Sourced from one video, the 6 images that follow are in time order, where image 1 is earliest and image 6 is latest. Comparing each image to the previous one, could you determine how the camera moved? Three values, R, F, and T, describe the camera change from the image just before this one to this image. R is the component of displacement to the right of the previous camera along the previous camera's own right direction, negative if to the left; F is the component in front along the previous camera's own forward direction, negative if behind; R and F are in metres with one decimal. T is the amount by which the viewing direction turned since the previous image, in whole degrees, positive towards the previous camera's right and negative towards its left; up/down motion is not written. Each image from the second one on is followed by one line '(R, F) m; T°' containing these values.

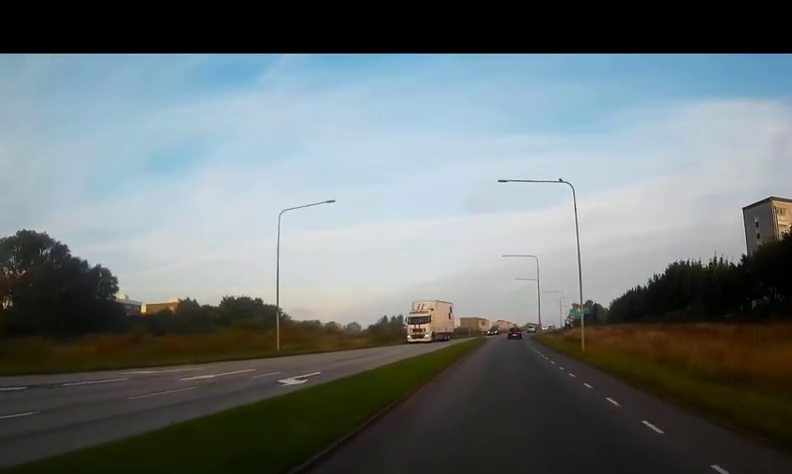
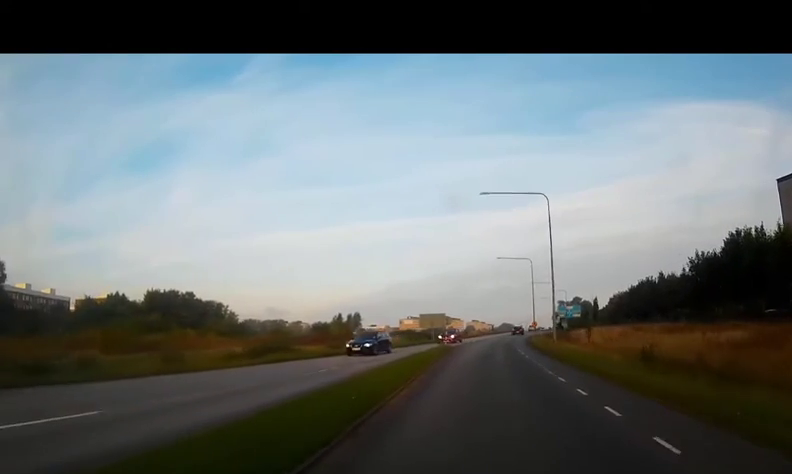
(-0.3, +28.4) m; +2°
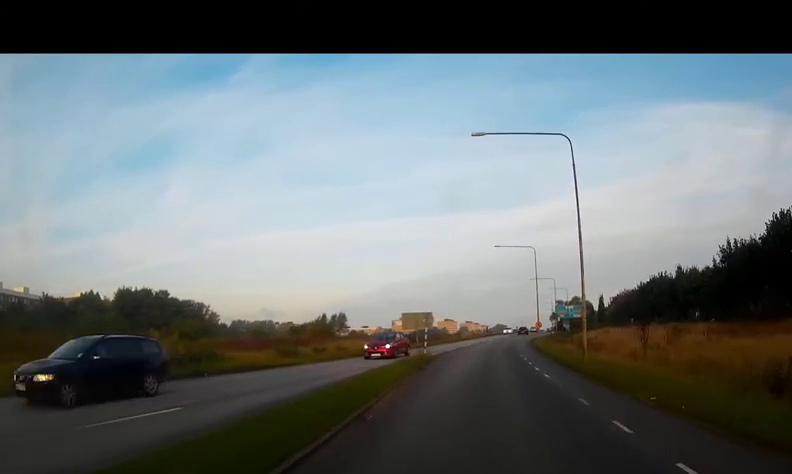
(+0.1, +10.8) m; 0°
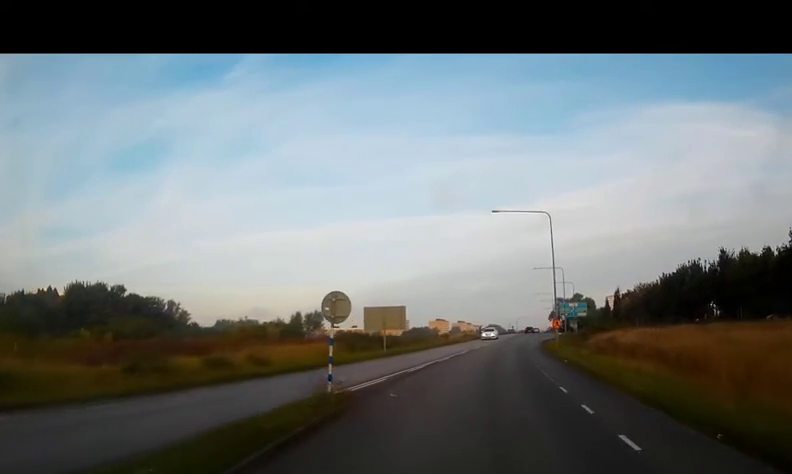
(+0.1, +17.2) m; +2°
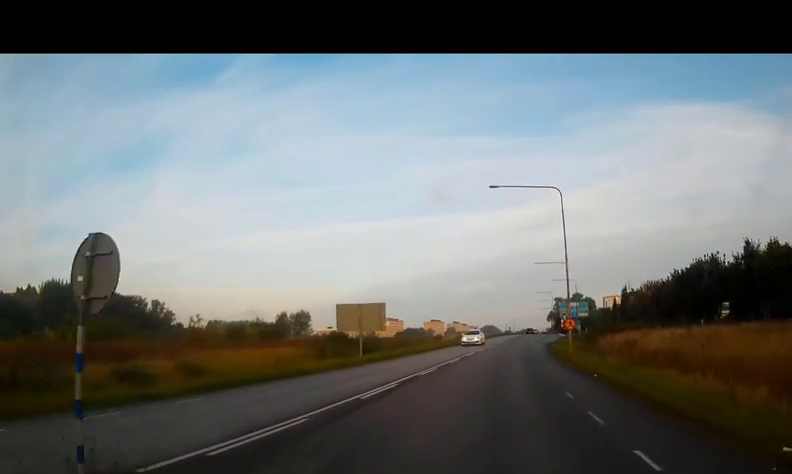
(+0.2, +7.4) m; 0°
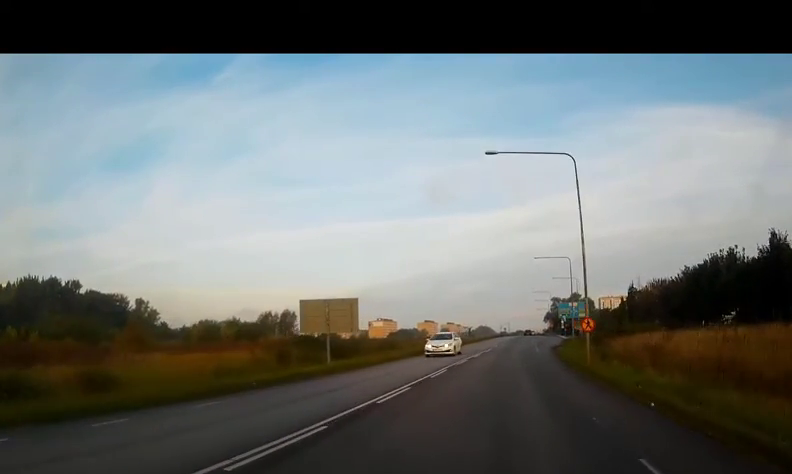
(-0.2, +6.9) m; +1°
